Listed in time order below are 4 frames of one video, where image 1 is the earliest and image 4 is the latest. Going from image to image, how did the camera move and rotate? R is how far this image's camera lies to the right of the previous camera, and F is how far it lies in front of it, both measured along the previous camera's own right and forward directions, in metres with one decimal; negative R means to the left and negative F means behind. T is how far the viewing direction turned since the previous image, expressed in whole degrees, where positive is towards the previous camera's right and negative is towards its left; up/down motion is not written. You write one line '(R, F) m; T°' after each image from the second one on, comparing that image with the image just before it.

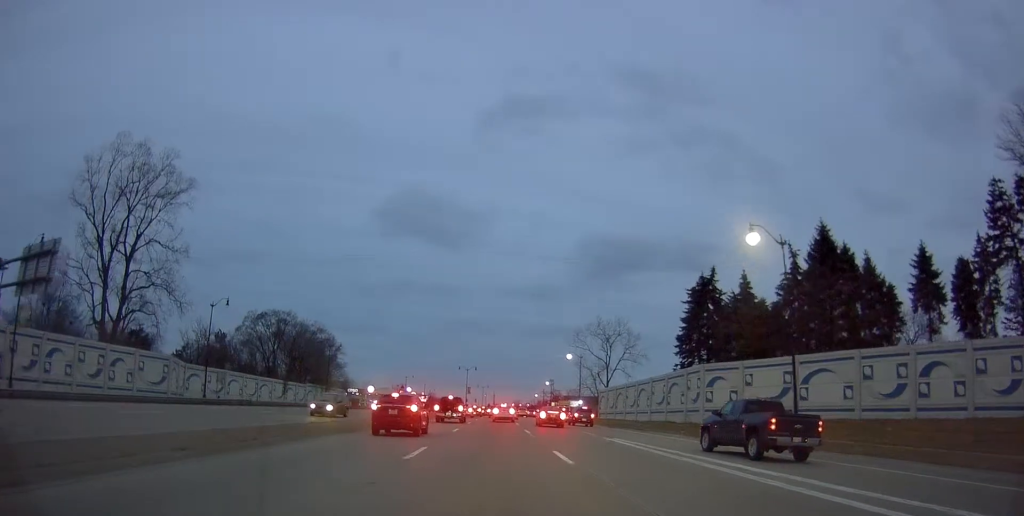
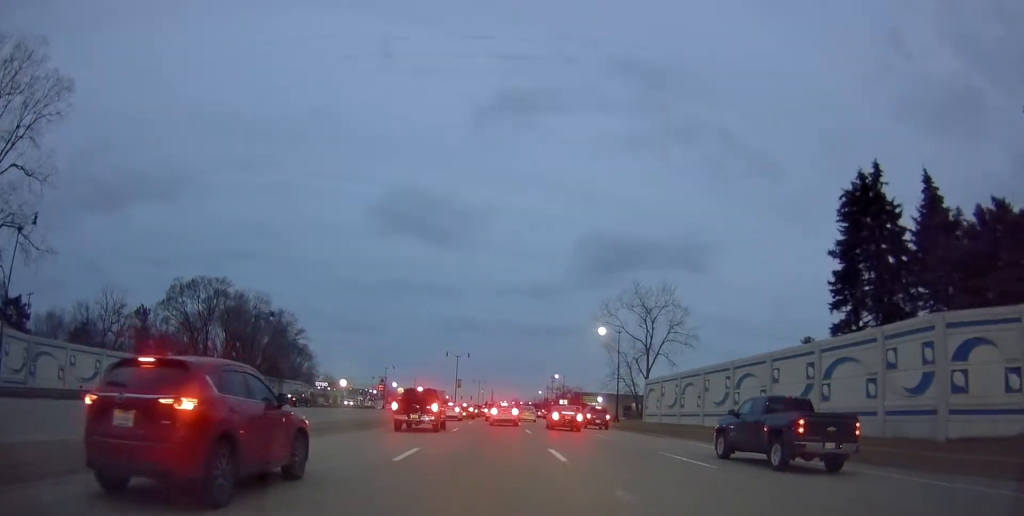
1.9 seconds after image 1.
(+0.6, +31.0) m; +1°
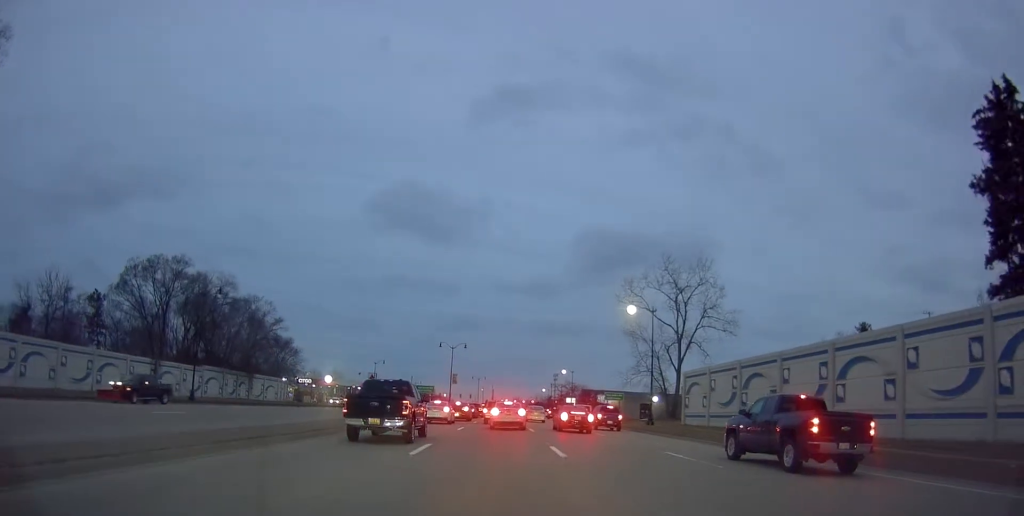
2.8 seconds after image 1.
(-0.3, +14.6) m; -1°
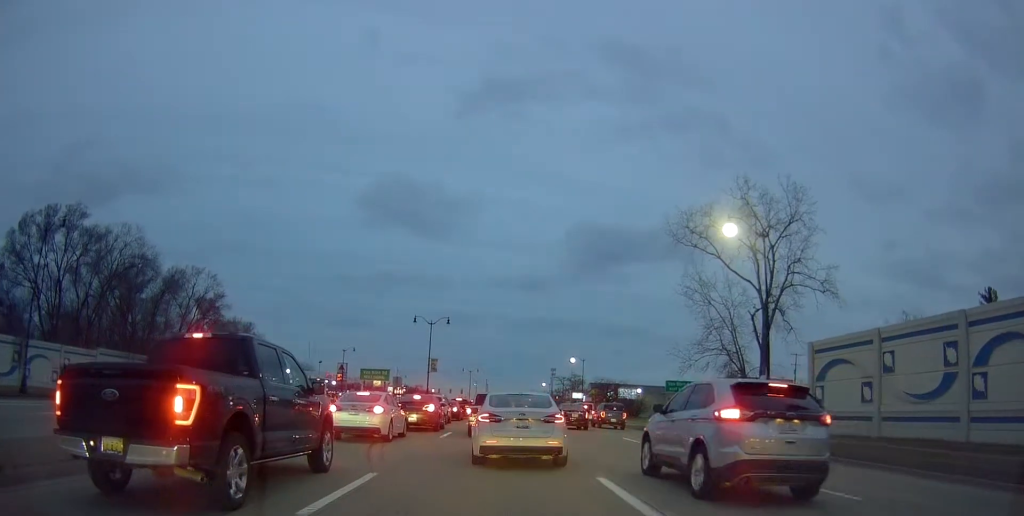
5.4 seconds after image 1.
(0.0, +26.6) m; 0°
